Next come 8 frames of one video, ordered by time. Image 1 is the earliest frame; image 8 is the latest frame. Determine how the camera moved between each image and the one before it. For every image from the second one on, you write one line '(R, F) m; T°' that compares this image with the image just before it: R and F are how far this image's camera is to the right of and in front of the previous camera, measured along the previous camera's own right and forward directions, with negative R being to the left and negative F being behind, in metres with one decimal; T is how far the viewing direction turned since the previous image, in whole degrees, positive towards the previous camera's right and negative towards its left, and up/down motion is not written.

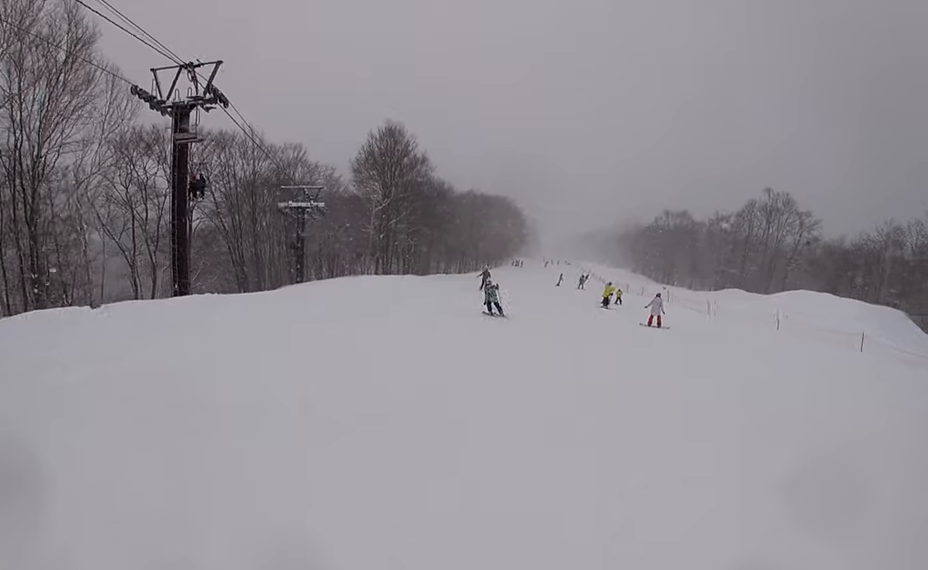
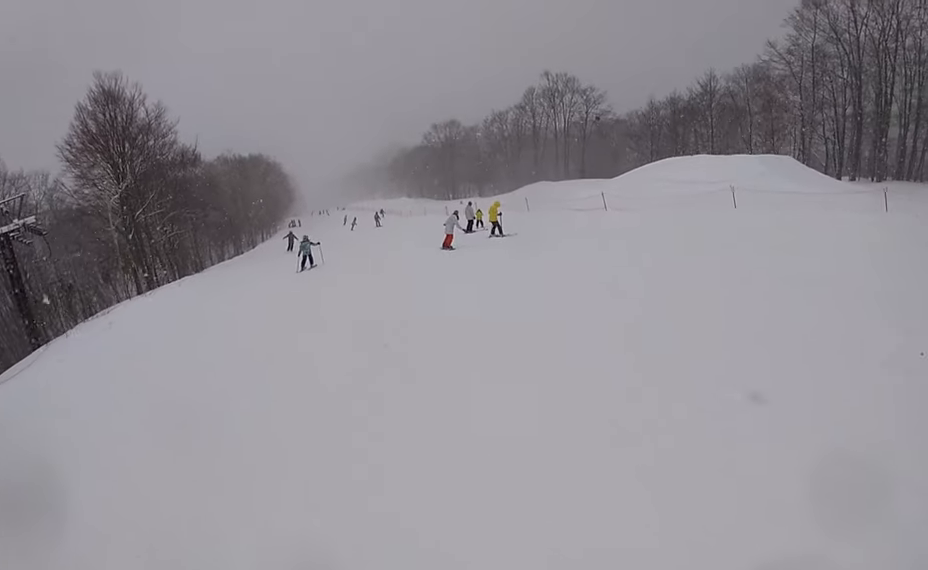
(+3.2, +10.7) m; +33°
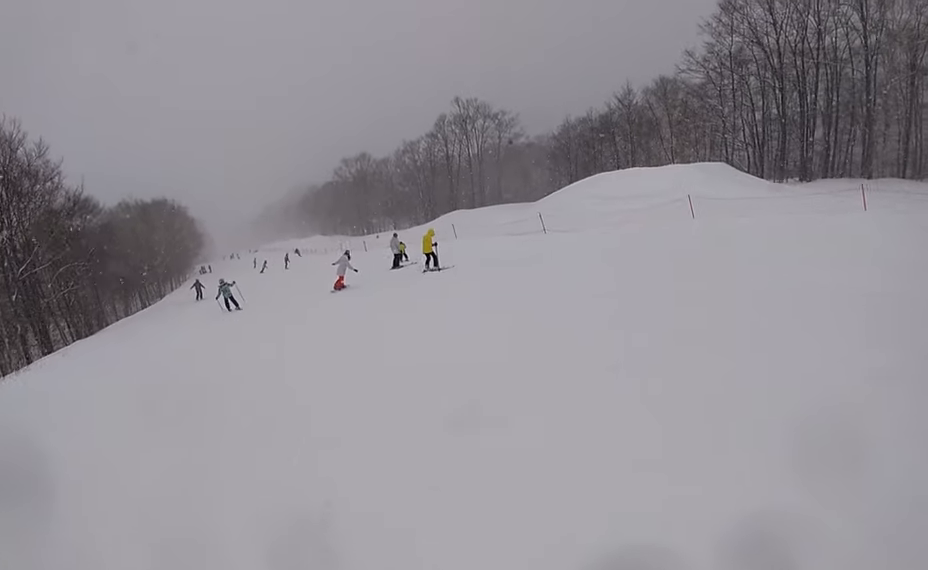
(+0.5, +3.2) m; -1°
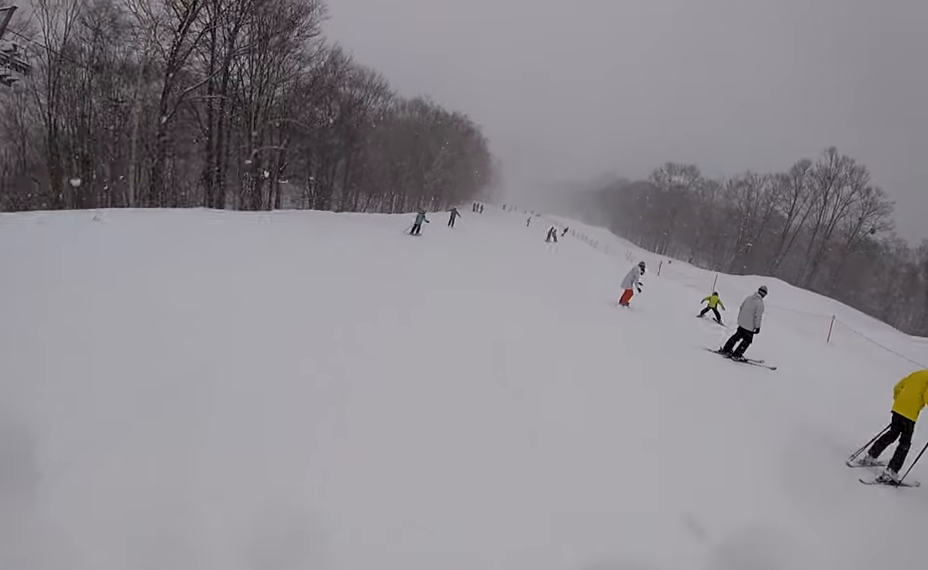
(-2.6, +12.3) m; -19°
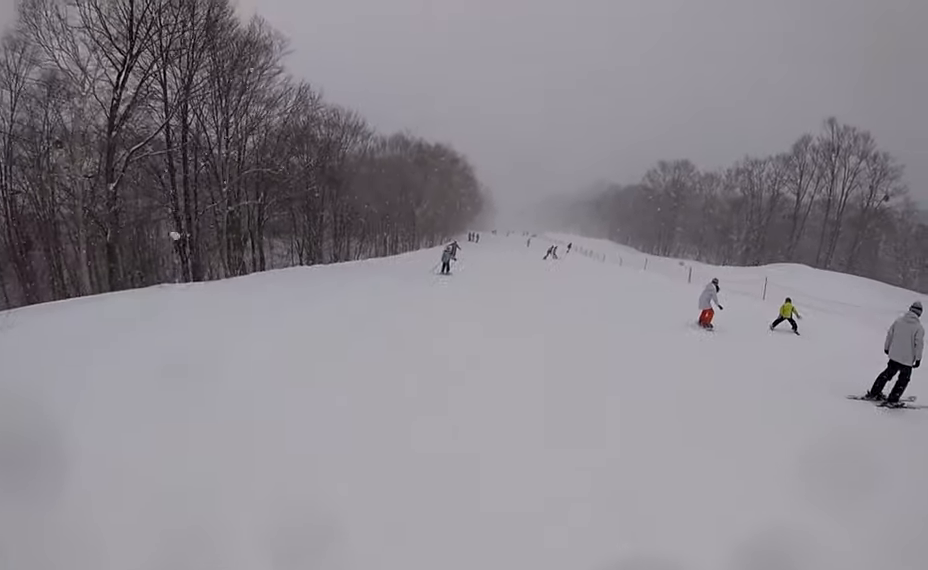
(-0.3, +3.9) m; +1°
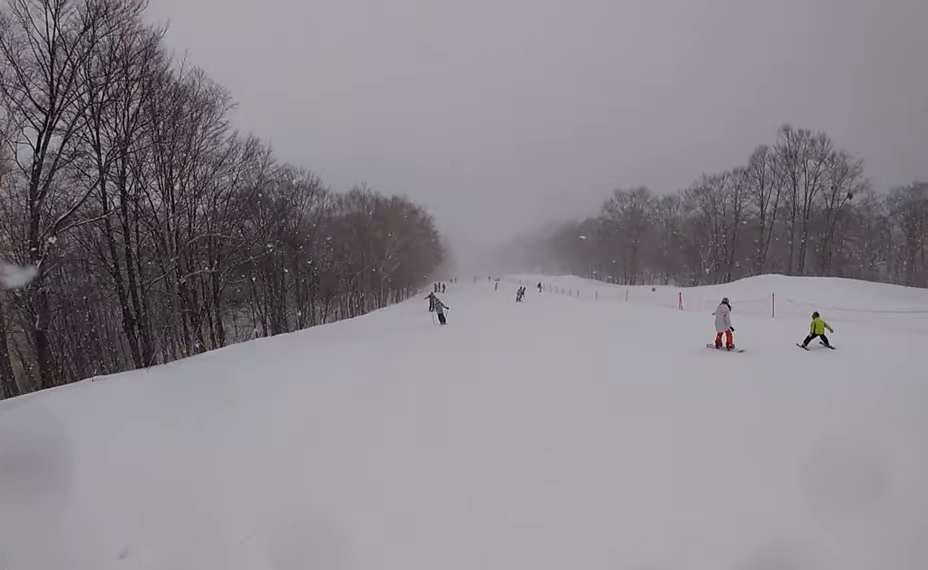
(+0.3, +2.7) m; +3°
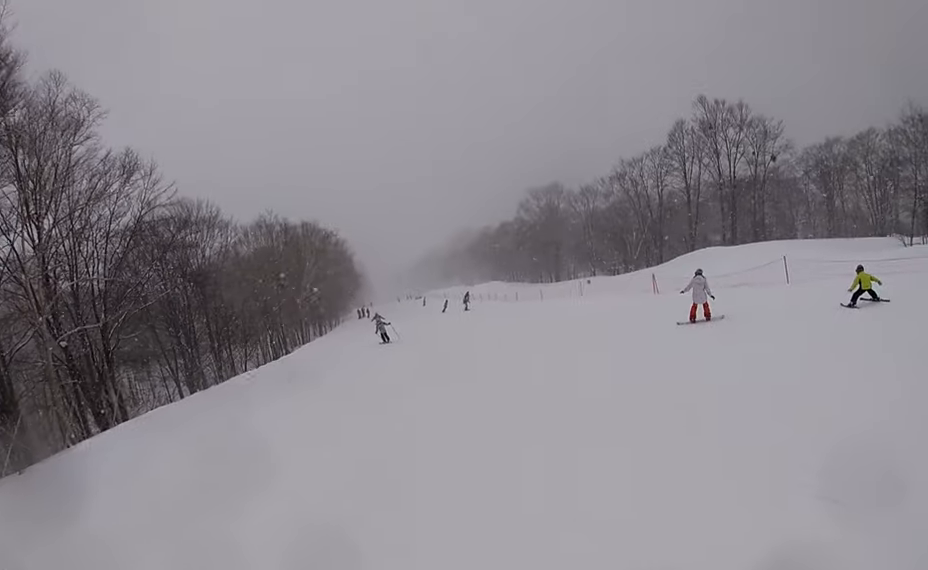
(+0.3, +4.9) m; +4°
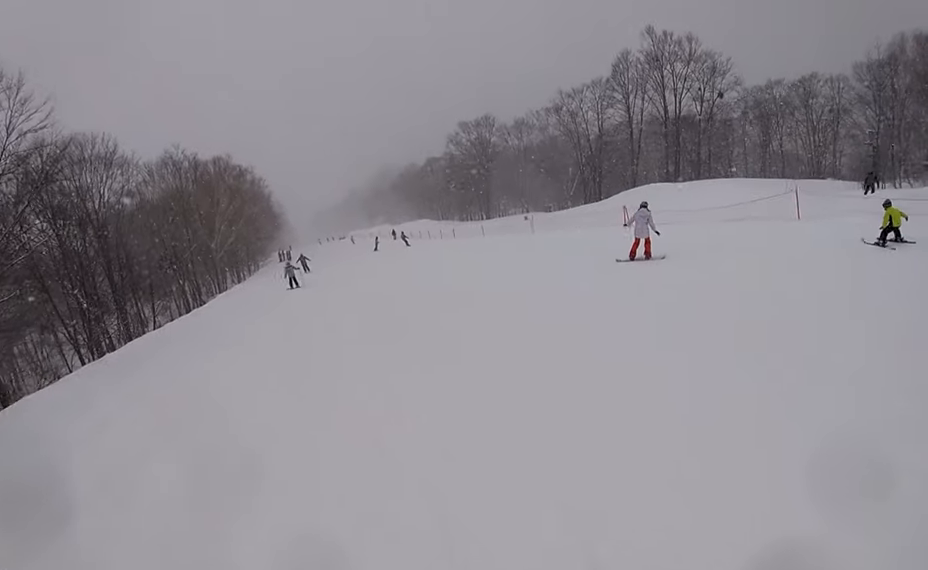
(0.0, +3.7) m; 0°
